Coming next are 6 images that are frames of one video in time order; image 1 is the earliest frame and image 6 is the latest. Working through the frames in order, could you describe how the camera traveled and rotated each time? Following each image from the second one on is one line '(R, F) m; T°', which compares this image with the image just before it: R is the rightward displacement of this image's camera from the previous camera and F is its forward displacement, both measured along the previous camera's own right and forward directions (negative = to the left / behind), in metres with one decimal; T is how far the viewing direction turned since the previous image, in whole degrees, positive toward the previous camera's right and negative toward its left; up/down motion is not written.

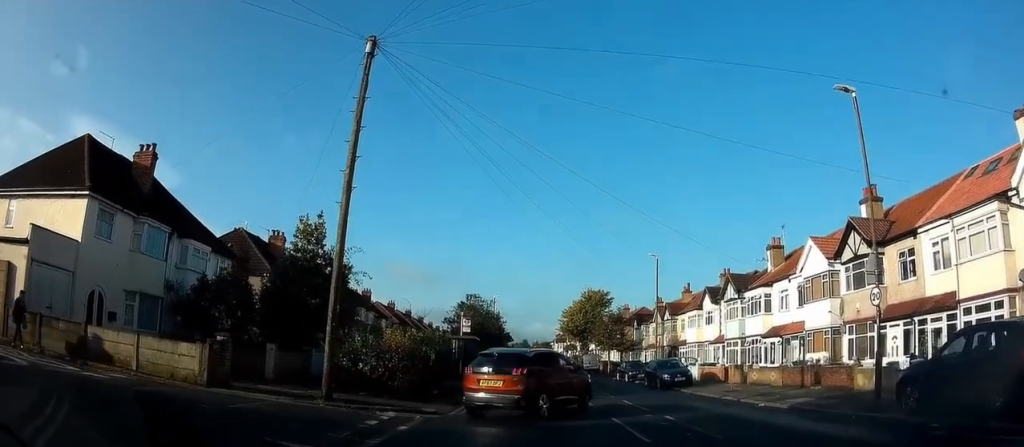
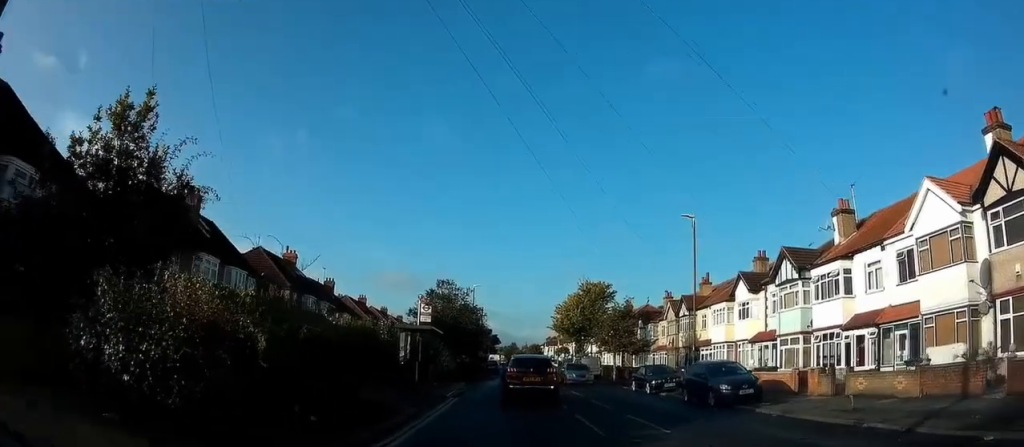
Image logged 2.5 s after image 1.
(+0.1, +10.4) m; +1°
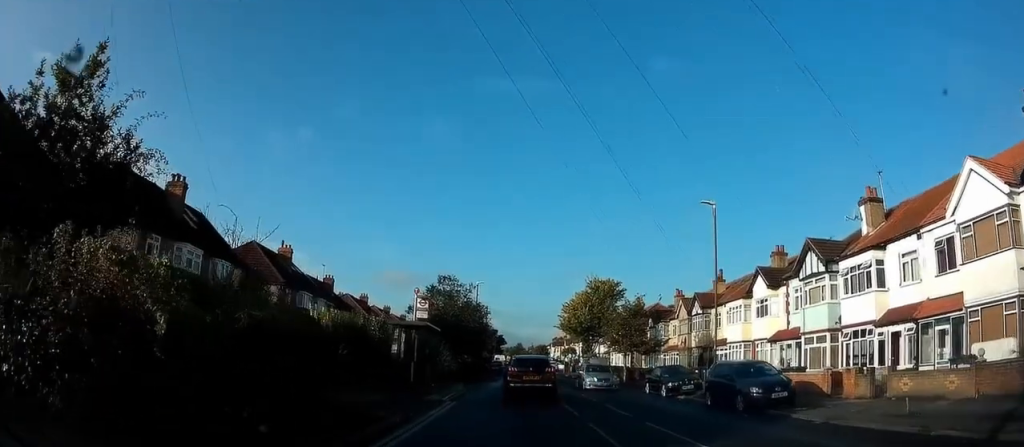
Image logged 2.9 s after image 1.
(0.0, +2.1) m; 0°
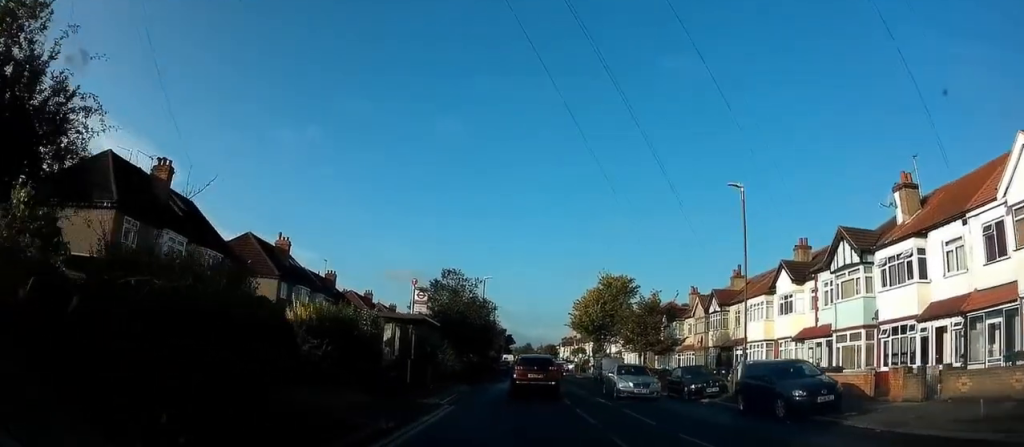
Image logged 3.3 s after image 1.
(0.0, +2.2) m; 0°
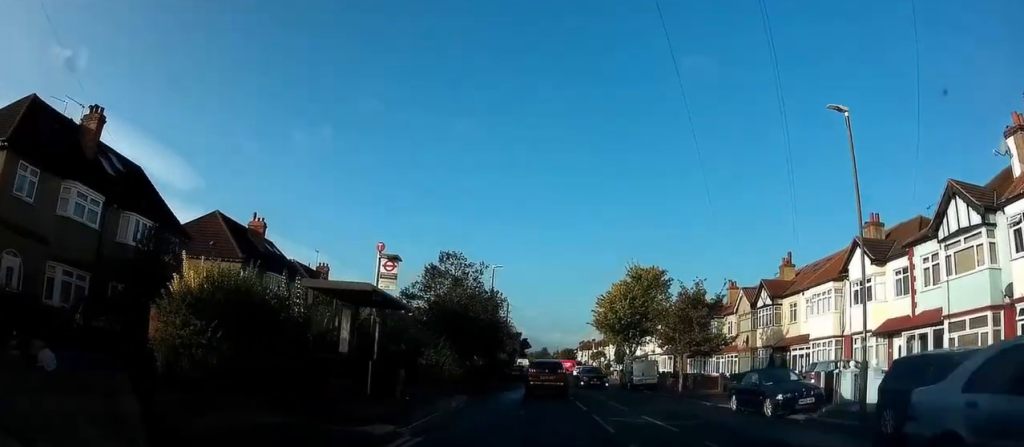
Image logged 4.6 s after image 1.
(0.0, +6.9) m; 0°
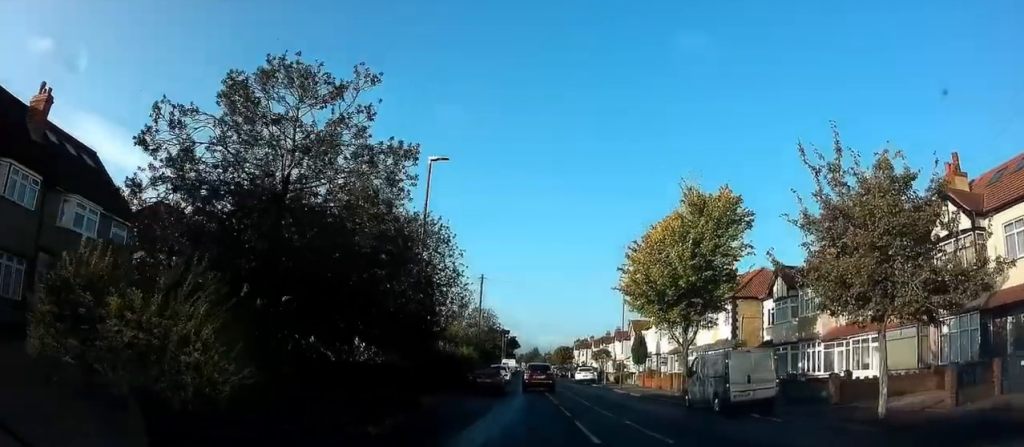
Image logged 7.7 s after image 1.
(-0.5, +19.7) m; -1°
